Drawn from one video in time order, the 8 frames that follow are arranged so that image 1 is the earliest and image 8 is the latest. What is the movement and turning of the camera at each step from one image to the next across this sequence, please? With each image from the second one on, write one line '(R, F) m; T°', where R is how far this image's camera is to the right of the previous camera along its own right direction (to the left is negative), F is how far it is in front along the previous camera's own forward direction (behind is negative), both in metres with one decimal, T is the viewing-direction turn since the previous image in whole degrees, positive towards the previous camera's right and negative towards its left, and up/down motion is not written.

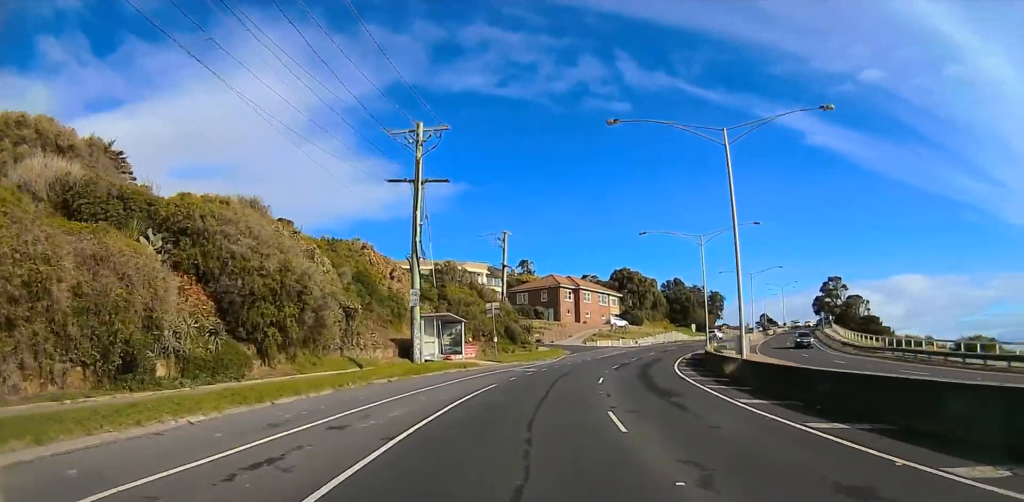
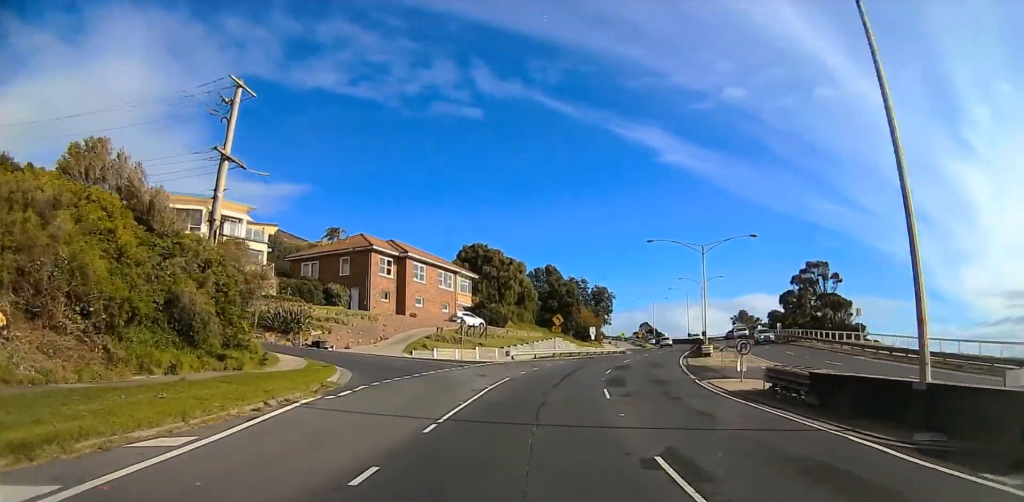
(+3.8, +40.2) m; +11°
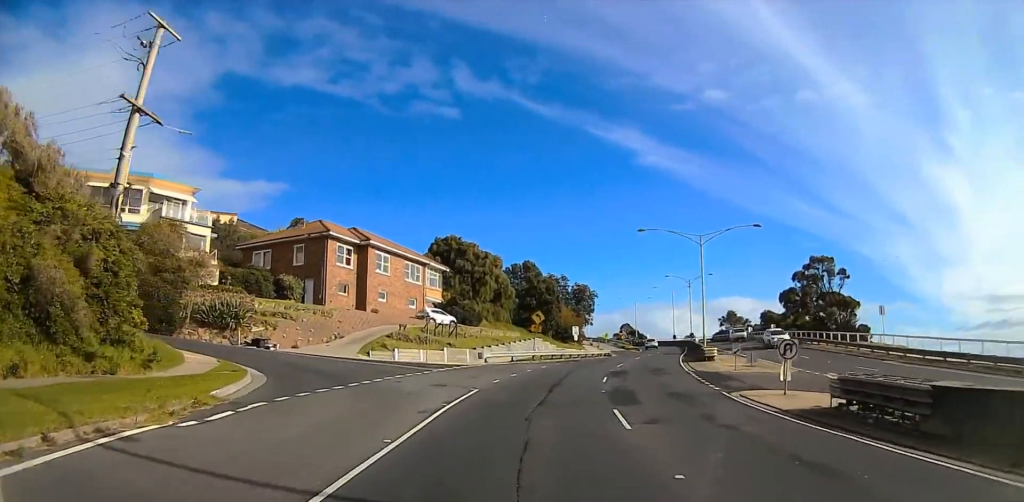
(+0.1, +6.0) m; +2°
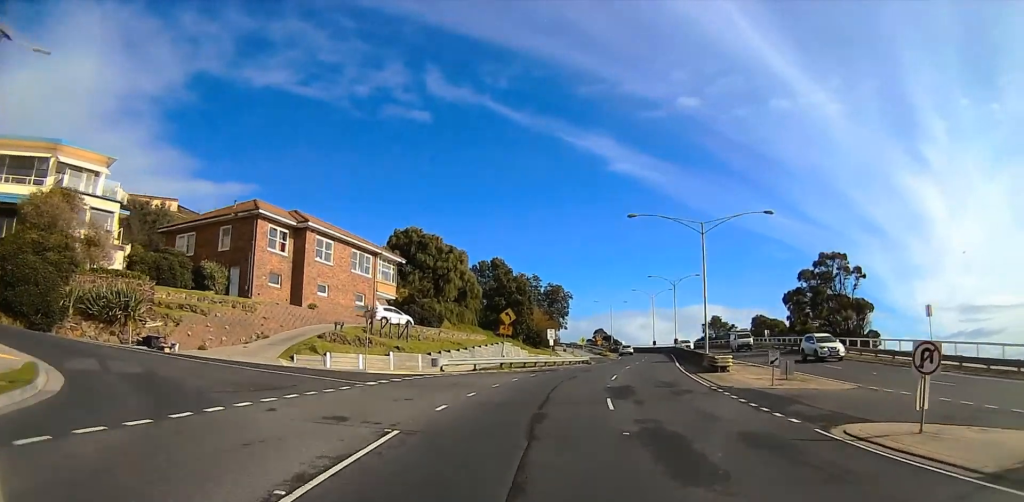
(+0.2, +8.2) m; +3°
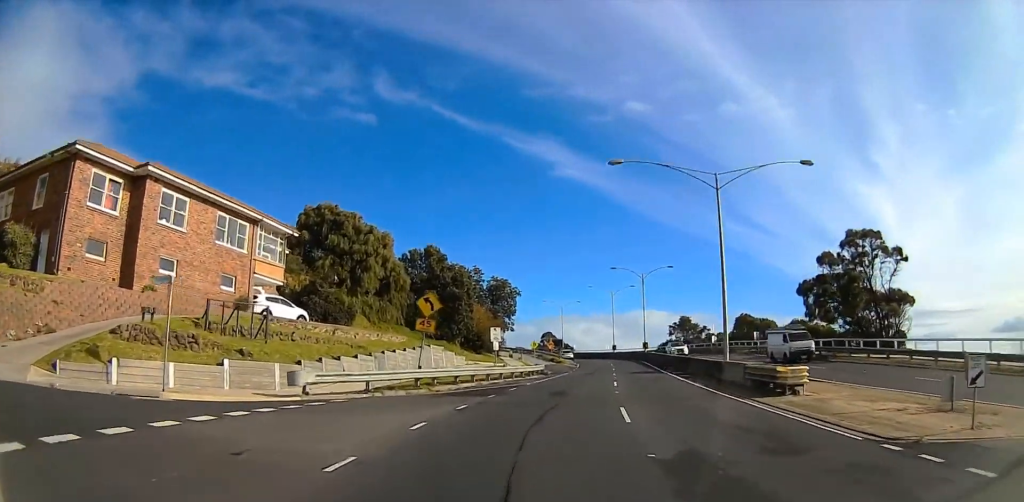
(+0.4, +13.6) m; +5°
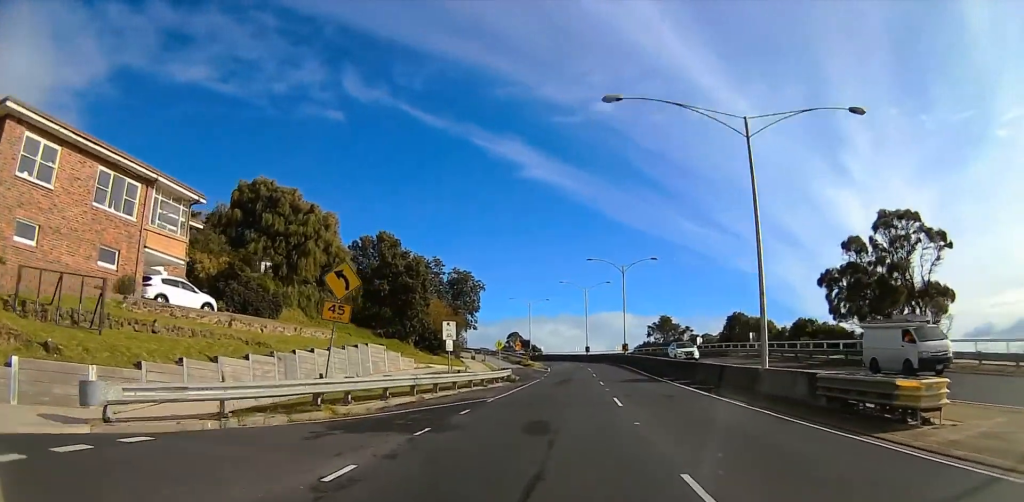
(+0.2, +7.3) m; +5°
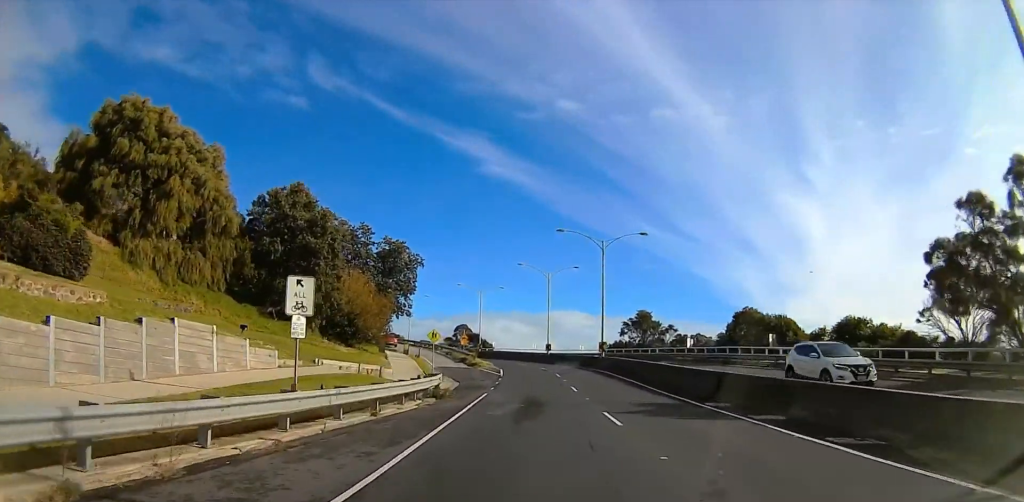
(+1.1, +13.1) m; +6°
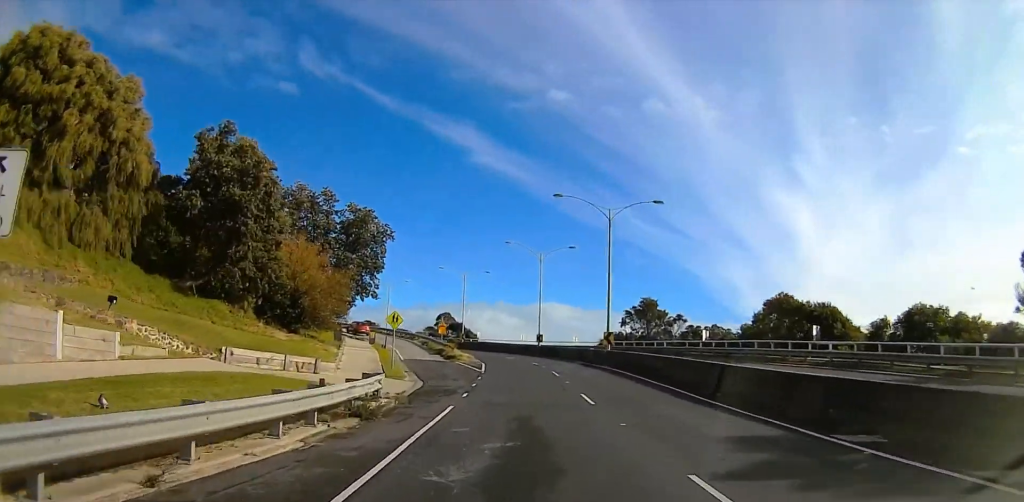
(+0.2, +8.0) m; +1°
